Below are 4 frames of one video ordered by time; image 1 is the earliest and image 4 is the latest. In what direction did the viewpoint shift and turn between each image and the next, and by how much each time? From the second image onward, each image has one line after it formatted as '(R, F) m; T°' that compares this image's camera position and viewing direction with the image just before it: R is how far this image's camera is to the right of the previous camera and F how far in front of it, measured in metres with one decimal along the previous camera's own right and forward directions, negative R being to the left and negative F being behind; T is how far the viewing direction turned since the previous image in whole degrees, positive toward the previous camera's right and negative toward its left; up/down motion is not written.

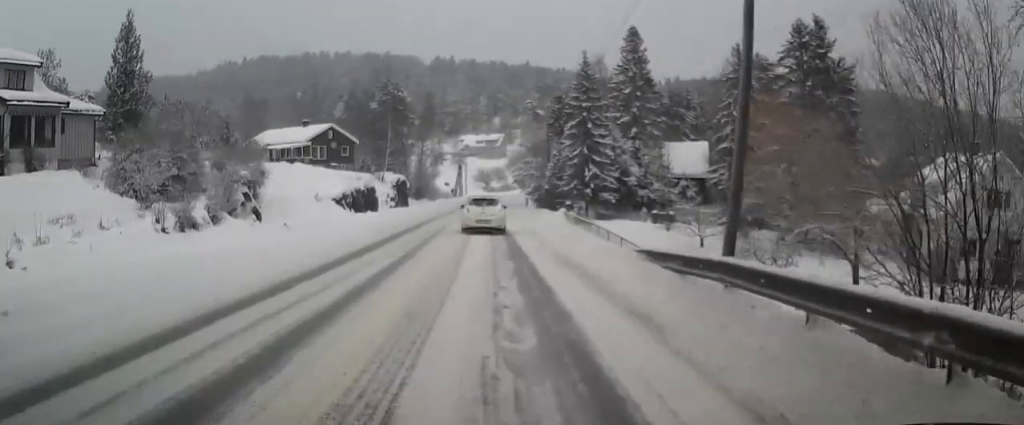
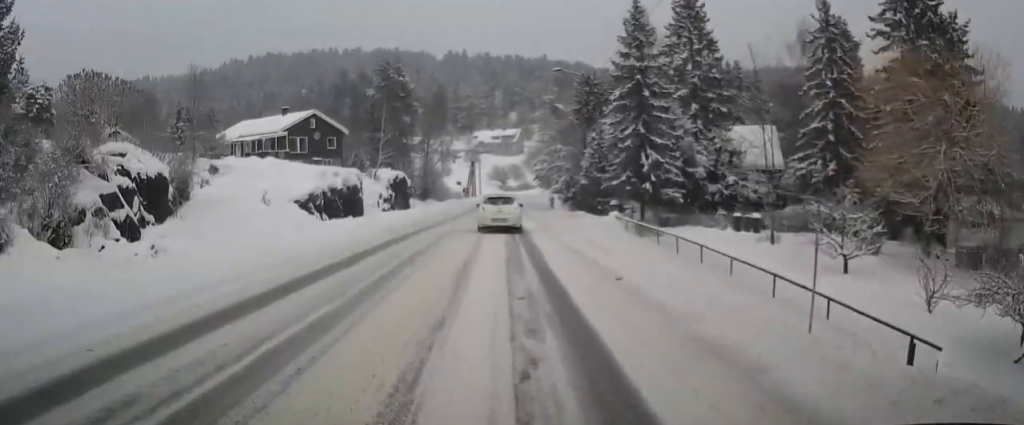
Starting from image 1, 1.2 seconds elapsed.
(-0.5, +13.8) m; -2°
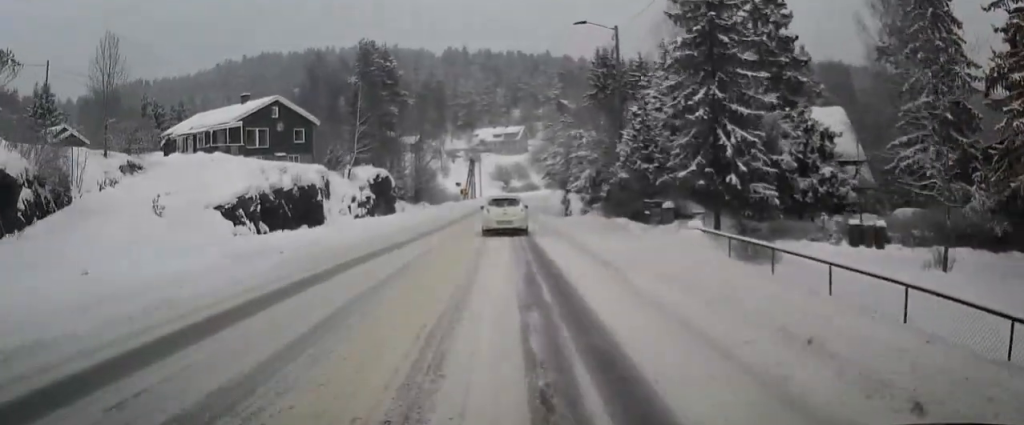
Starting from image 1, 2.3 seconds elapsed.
(0.0, +11.9) m; -1°
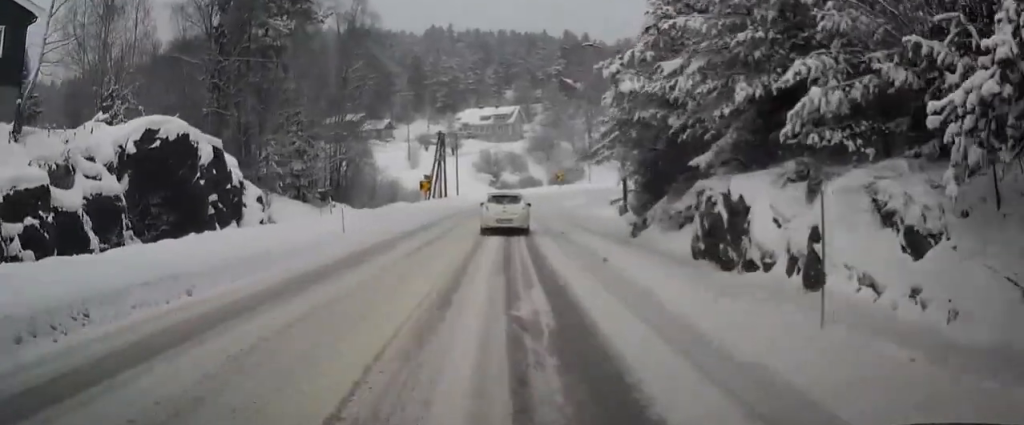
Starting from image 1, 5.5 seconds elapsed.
(+0.4, +37.9) m; +2°
